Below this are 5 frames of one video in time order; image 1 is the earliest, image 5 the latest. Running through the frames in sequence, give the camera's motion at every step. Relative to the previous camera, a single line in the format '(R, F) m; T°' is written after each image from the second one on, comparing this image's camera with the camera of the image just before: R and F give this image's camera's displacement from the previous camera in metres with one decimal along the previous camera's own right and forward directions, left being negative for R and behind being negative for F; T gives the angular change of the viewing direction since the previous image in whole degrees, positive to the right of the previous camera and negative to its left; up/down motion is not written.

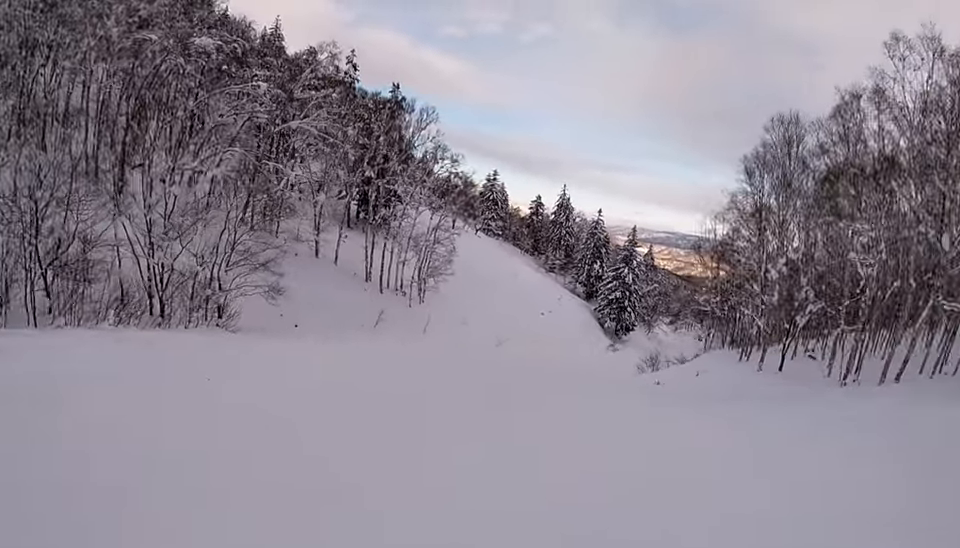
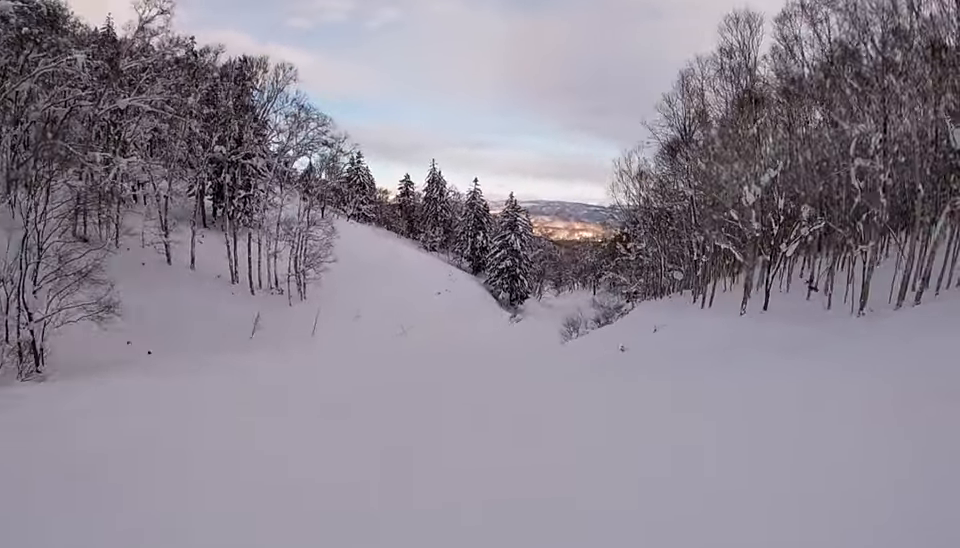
(+0.1, +6.6) m; +3°
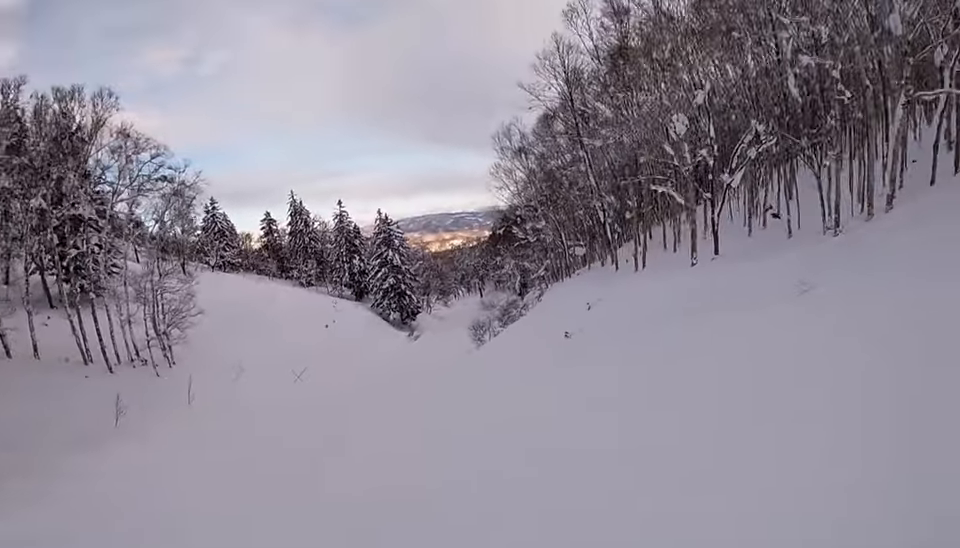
(+0.2, +5.3) m; +7°
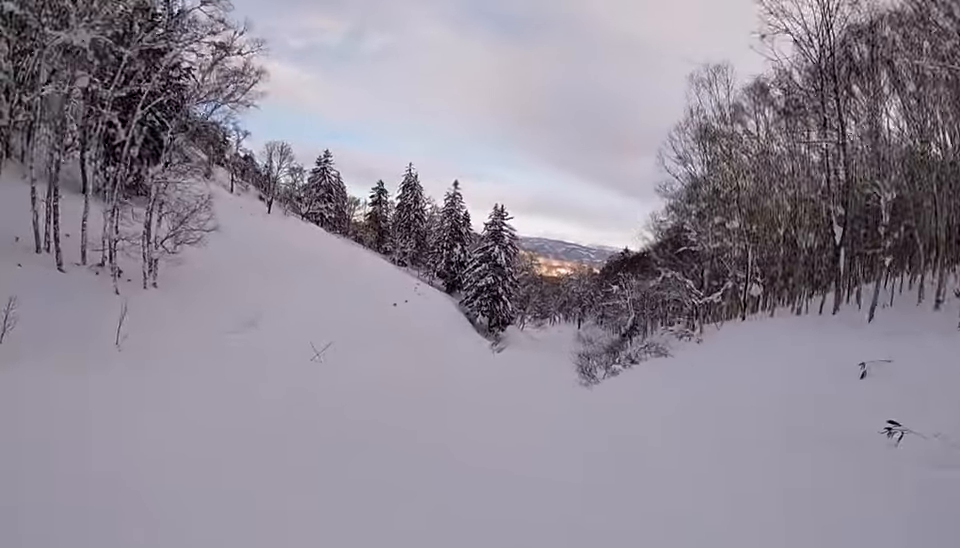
(+2.3, +13.4) m; +6°
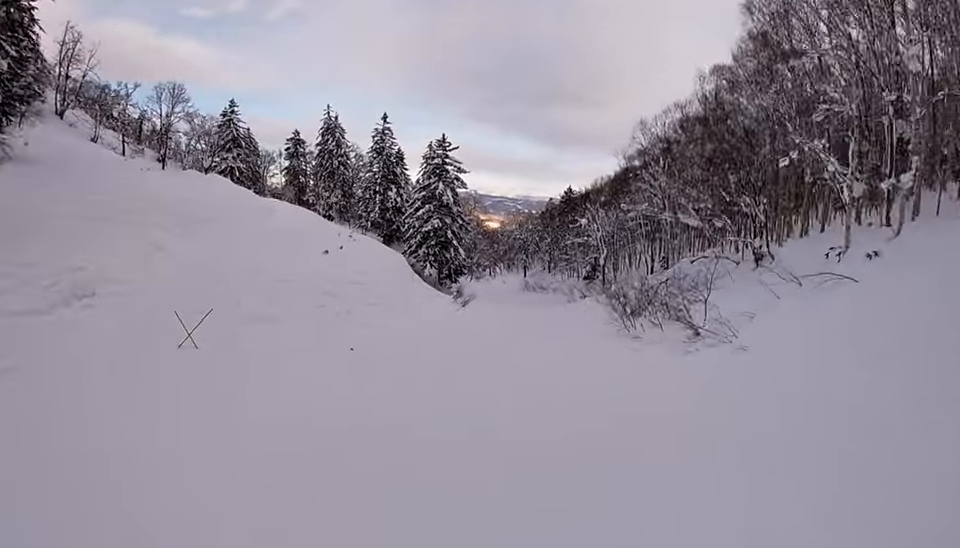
(-1.0, +12.7) m; +4°
